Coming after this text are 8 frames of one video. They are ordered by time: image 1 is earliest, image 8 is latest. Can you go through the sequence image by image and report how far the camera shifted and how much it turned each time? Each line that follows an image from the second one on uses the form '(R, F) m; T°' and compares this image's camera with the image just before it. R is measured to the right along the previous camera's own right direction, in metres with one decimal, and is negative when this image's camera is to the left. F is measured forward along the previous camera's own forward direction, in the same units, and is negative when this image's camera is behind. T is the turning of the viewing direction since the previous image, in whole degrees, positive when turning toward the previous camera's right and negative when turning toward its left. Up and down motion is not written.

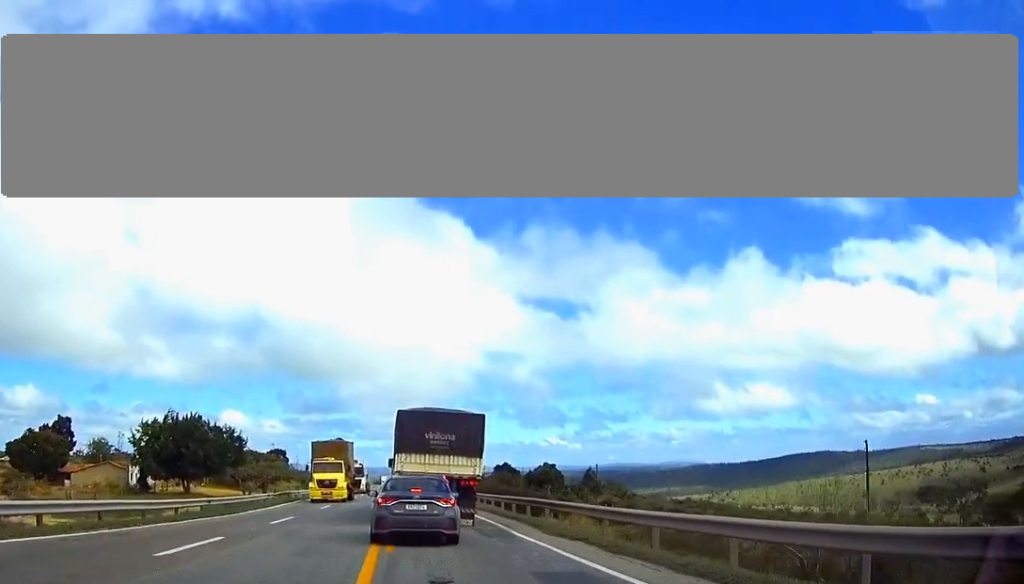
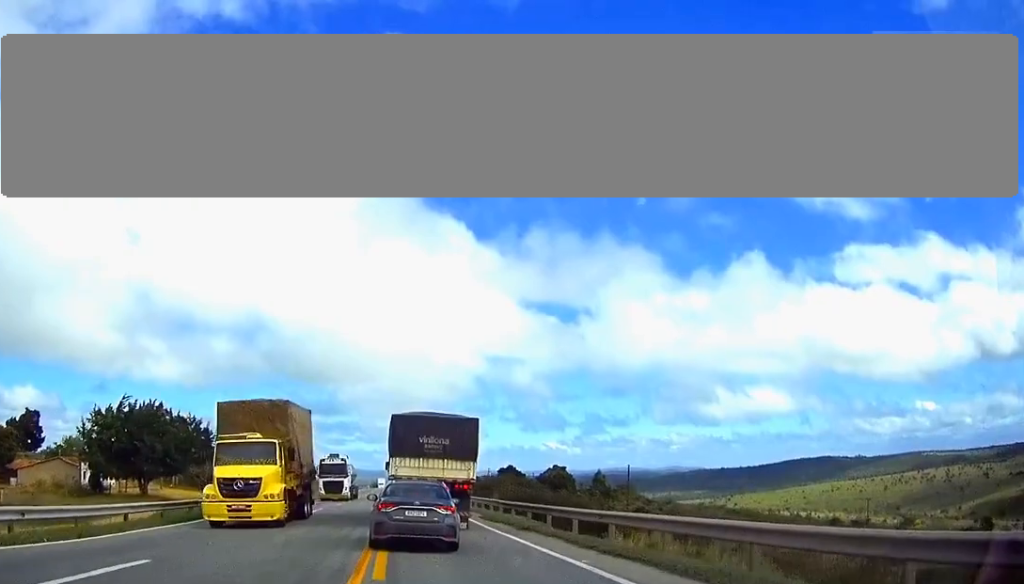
(-0.1, +17.2) m; 0°
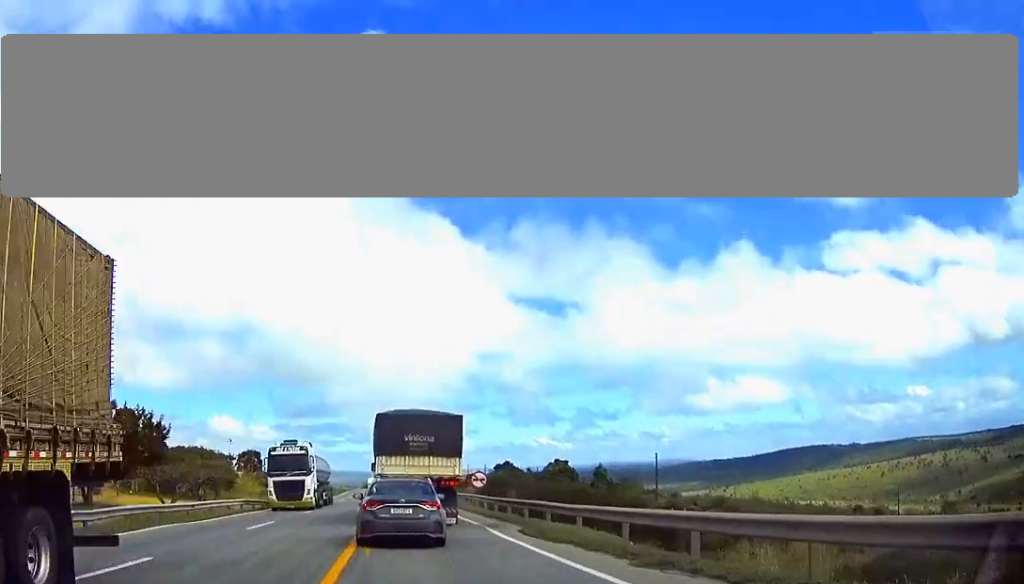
(+0.2, +14.4) m; 0°
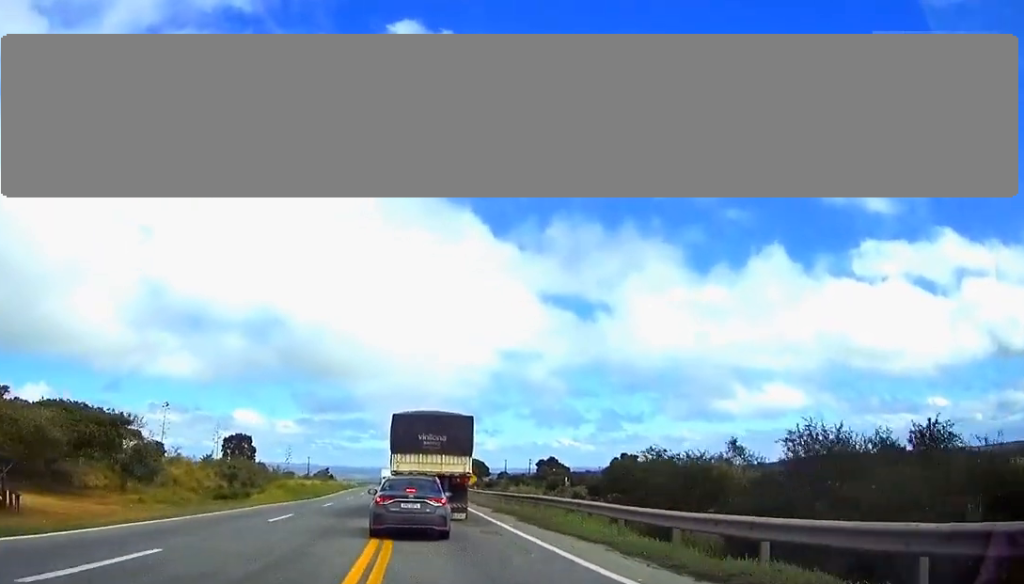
(-0.4, +46.4) m; -1°
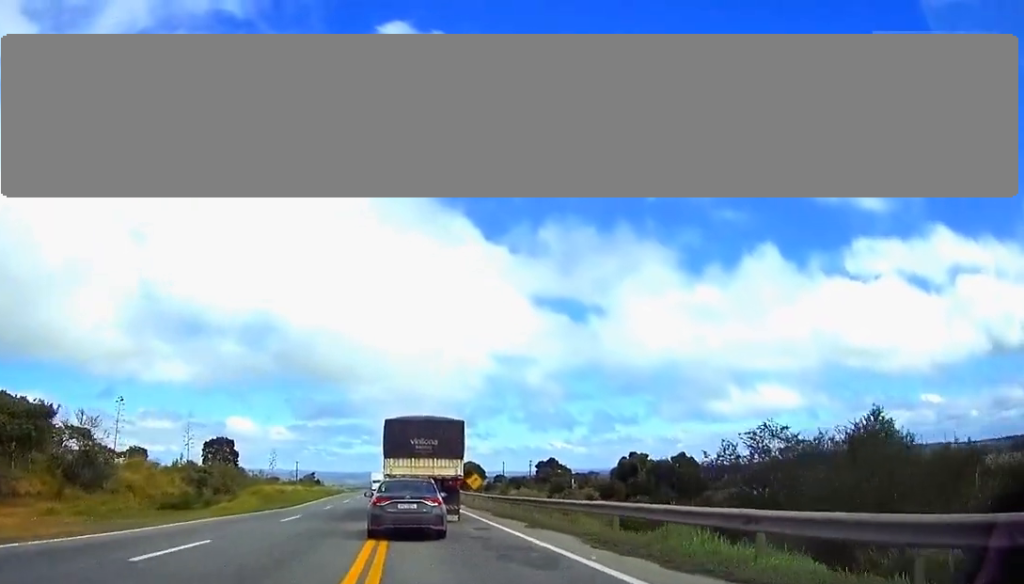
(0.0, +11.8) m; 0°
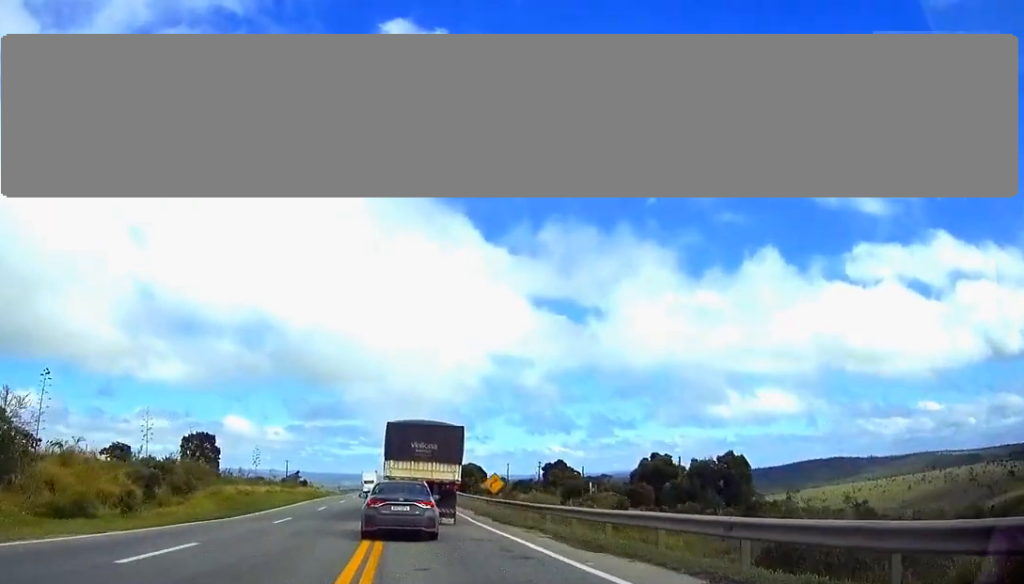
(0.0, +15.7) m; 0°
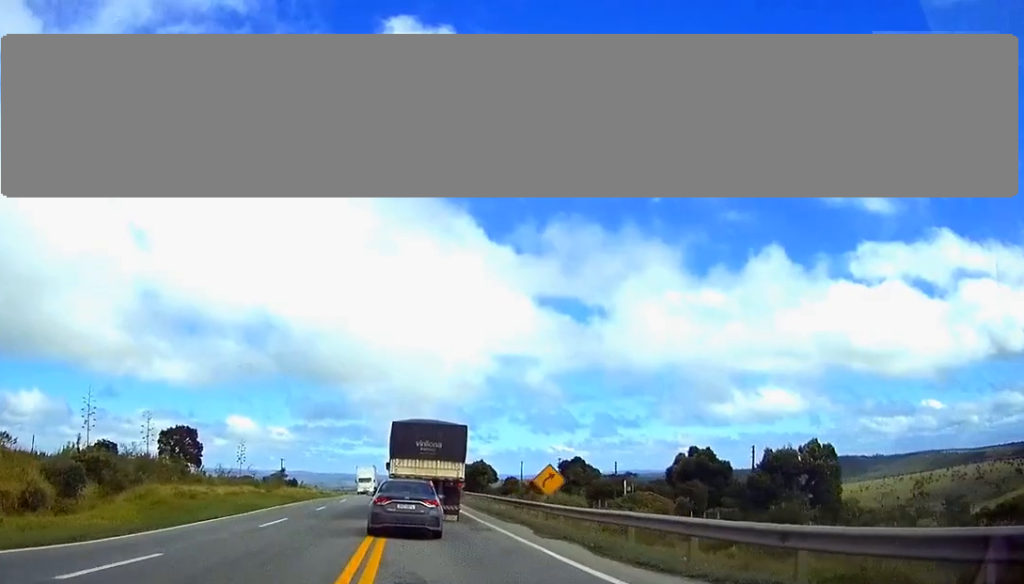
(0.0, +17.6) m; 0°
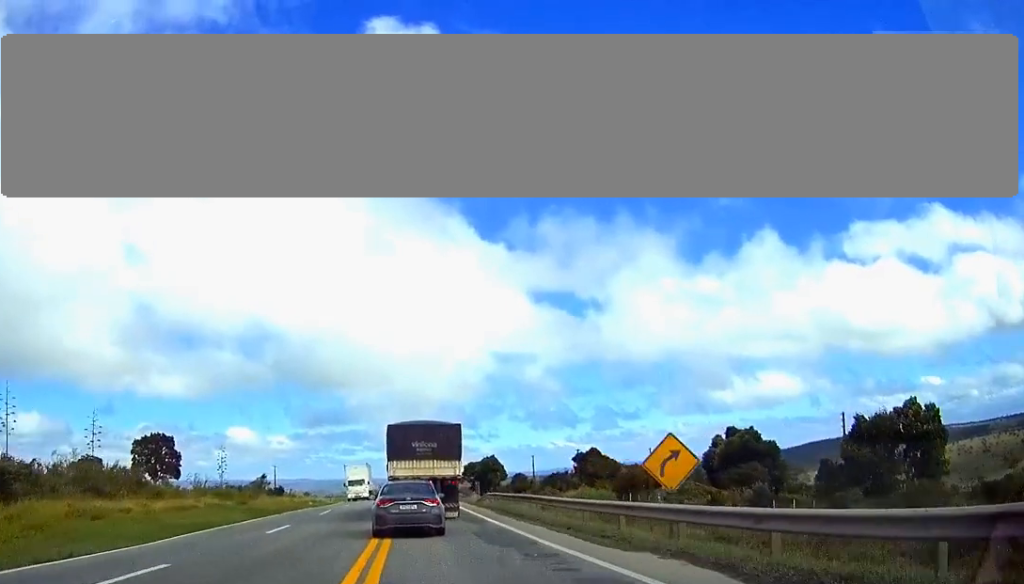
(0.0, +15.2) m; 0°
